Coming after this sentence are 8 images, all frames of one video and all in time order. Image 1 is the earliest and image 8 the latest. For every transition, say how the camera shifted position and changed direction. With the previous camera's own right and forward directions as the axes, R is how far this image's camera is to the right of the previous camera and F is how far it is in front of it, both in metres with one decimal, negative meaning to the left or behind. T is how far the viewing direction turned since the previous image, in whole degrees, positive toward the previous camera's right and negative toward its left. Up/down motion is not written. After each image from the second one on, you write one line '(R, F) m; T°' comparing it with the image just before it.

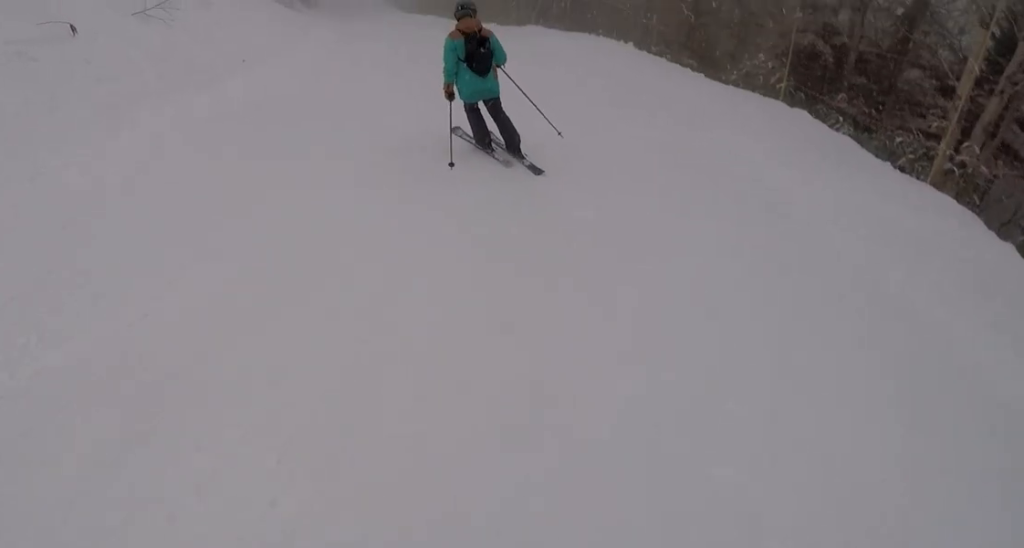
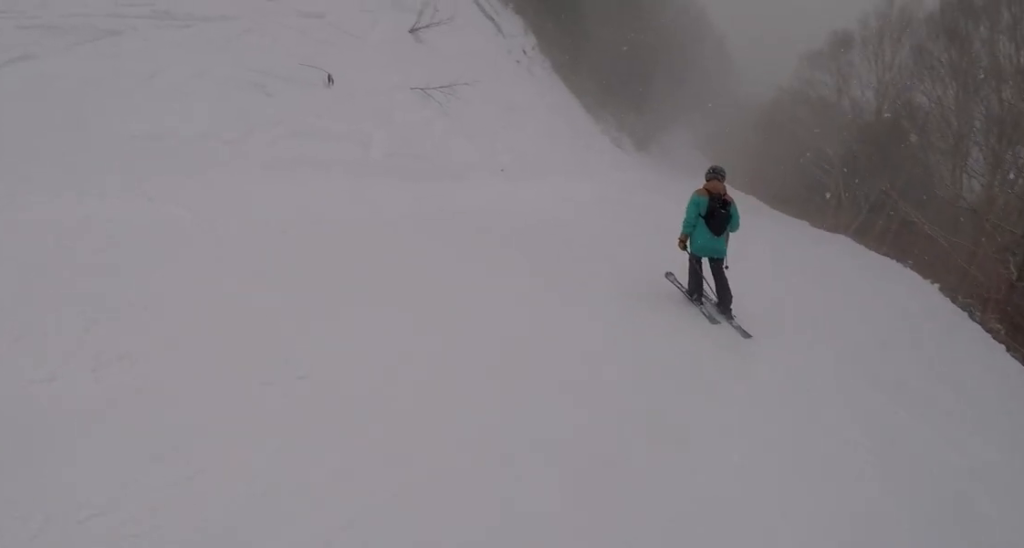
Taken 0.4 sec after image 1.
(-0.6, +1.7) m; -19°
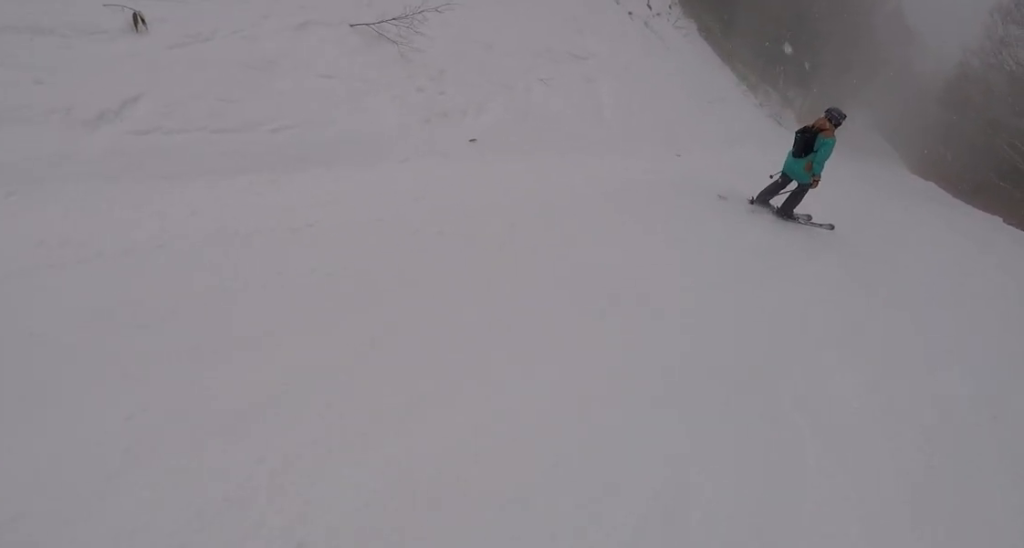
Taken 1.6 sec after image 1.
(-2.2, +4.3) m; -23°
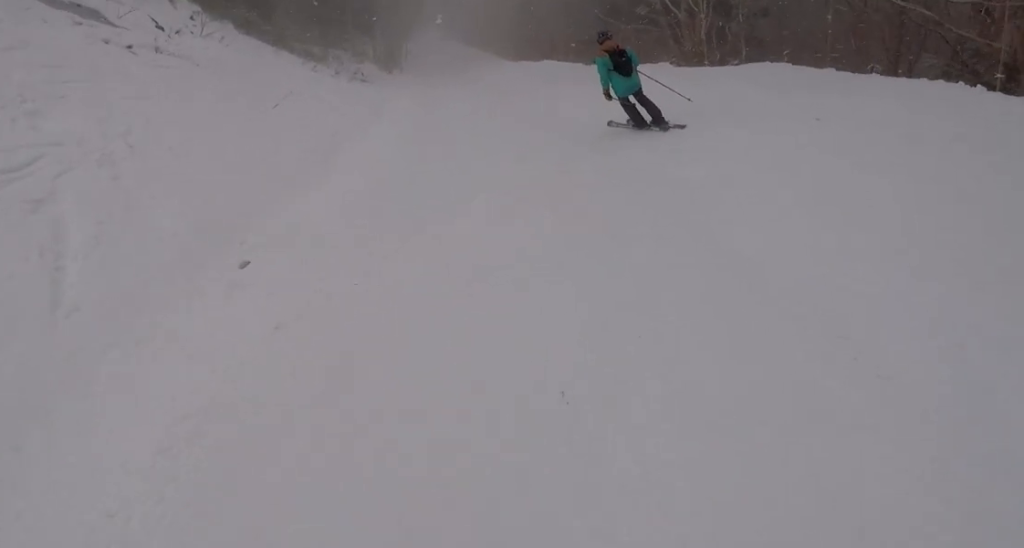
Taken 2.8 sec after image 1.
(+1.0, +5.3) m; +18°
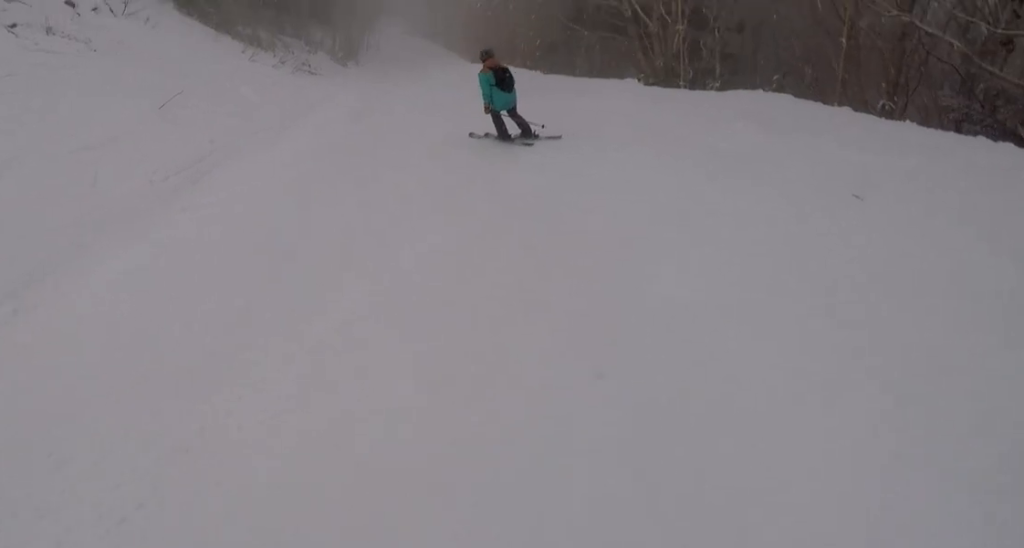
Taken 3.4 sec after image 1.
(+0.1, +2.8) m; -4°
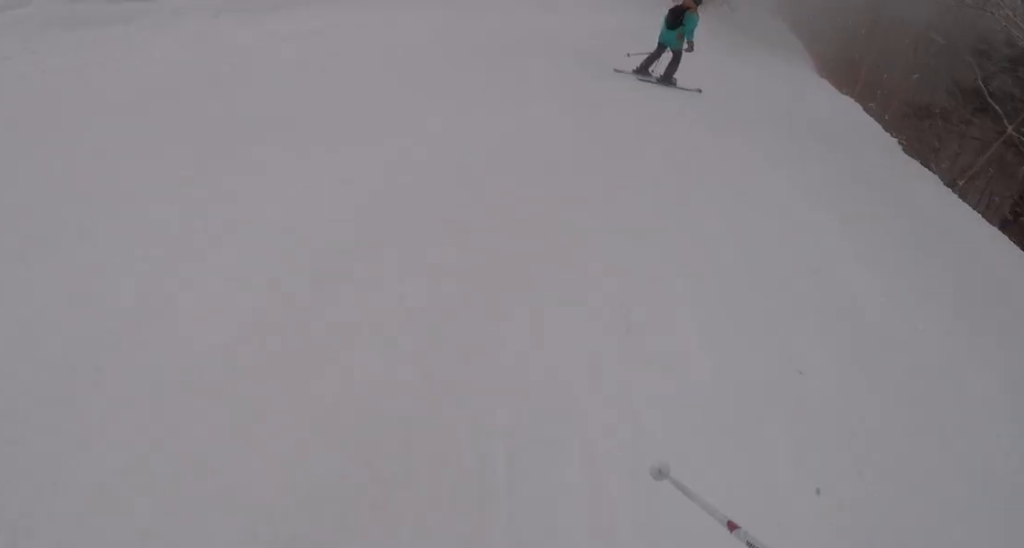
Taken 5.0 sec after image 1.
(-2.0, +8.2) m; -25°
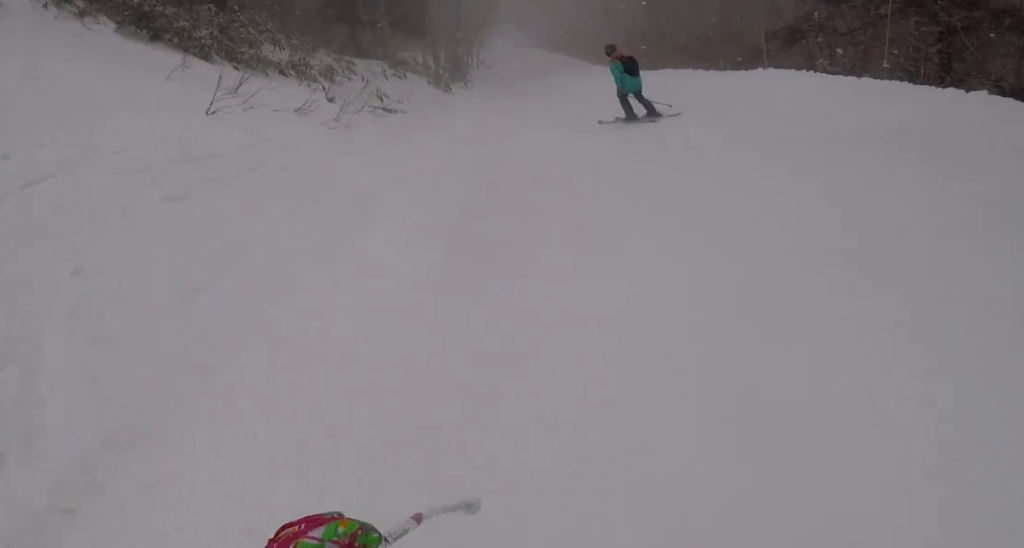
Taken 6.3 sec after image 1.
(0.0, +7.5) m; +5°
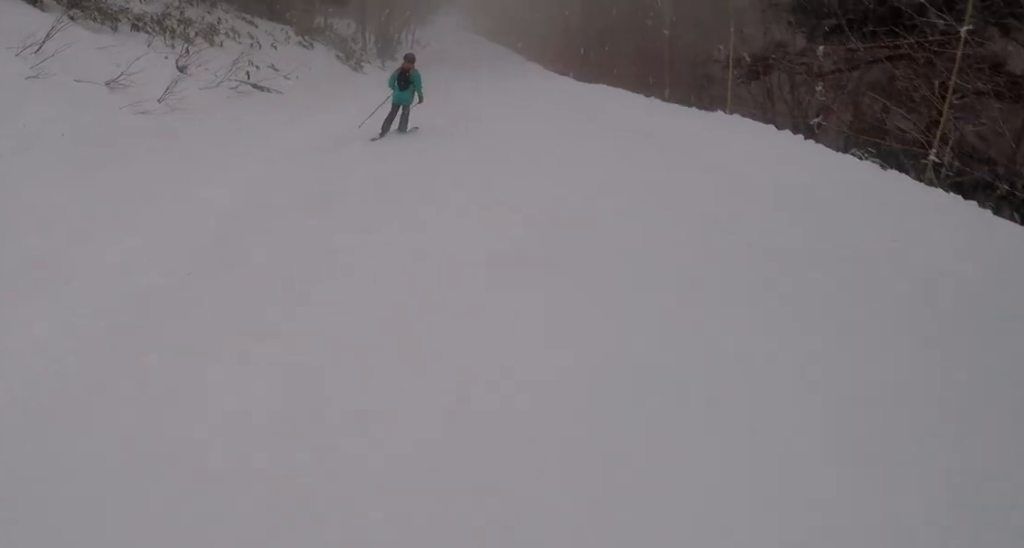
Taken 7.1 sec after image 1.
(0.0, +4.4) m; +9°
